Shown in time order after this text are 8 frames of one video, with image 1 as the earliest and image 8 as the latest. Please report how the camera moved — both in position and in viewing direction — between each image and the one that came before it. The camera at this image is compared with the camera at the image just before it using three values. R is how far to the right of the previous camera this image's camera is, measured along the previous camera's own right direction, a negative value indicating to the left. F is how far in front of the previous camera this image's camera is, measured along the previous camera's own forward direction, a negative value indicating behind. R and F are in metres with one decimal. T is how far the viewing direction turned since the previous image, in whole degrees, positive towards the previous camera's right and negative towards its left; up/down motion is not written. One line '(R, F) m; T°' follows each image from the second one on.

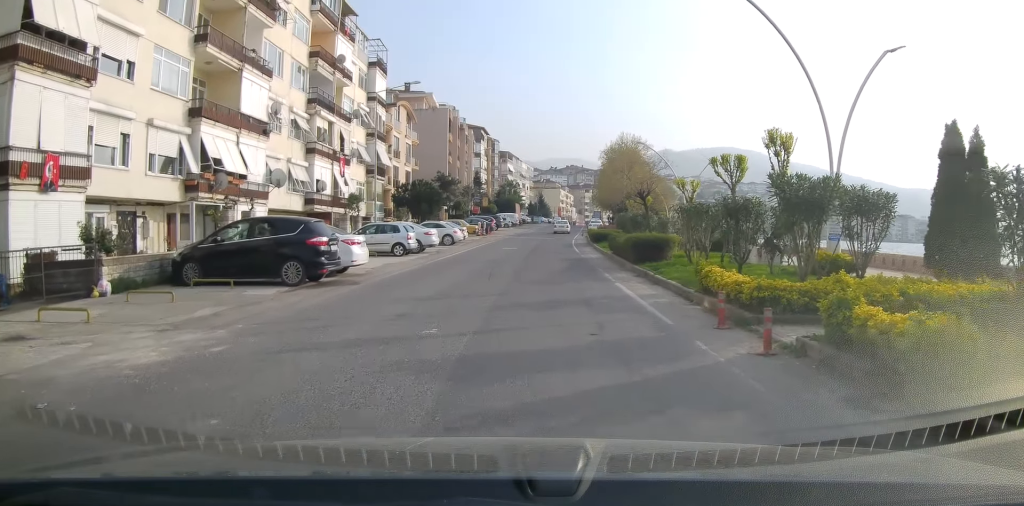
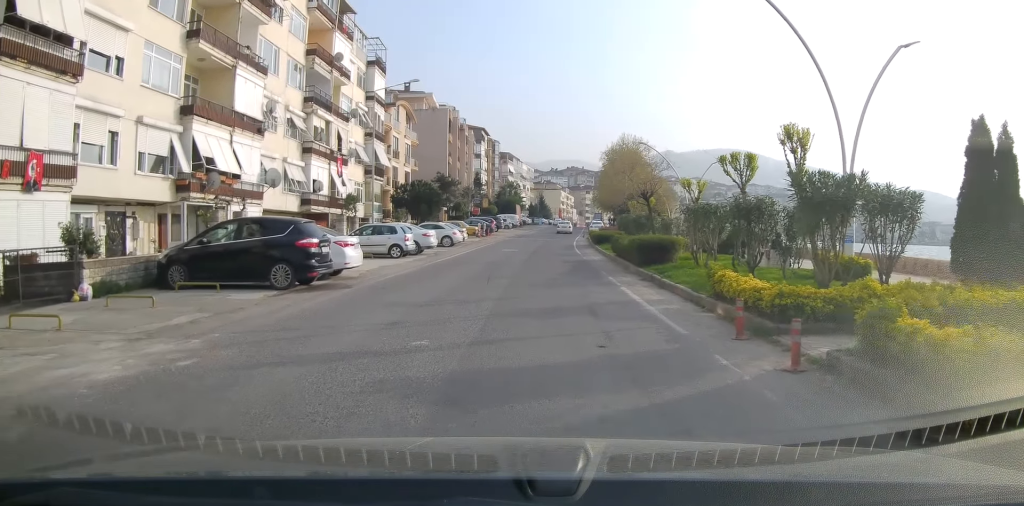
(0.0, +1.1) m; +1°
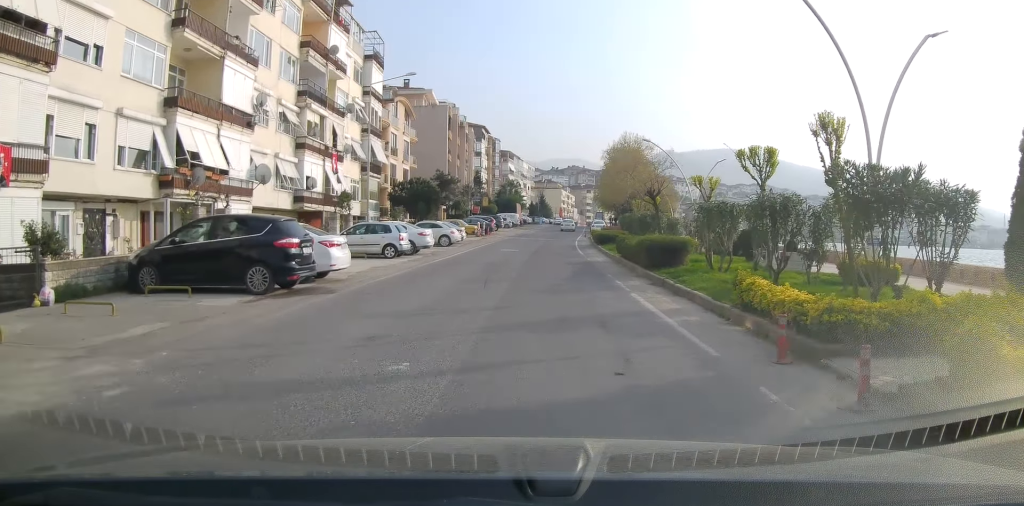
(0.0, +1.3) m; +1°
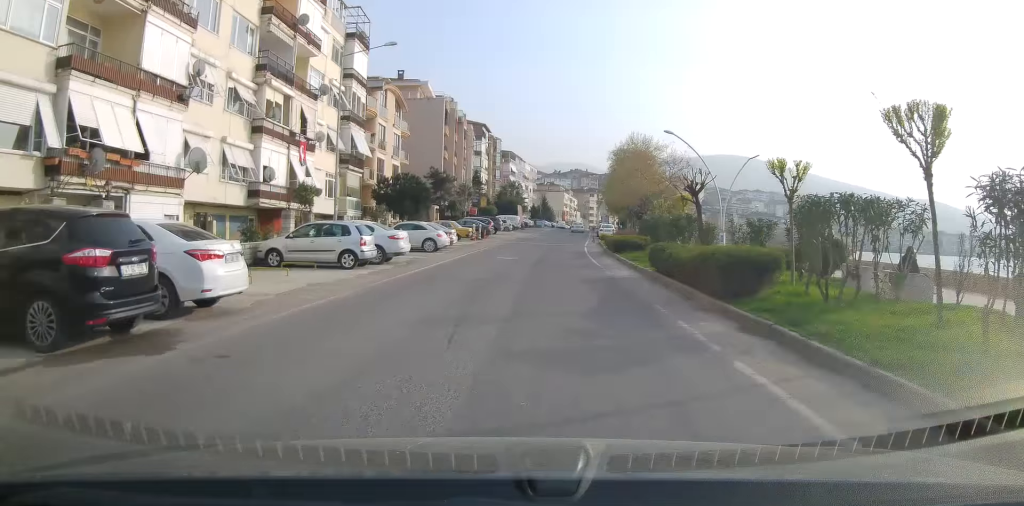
(+0.3, +5.0) m; +5°
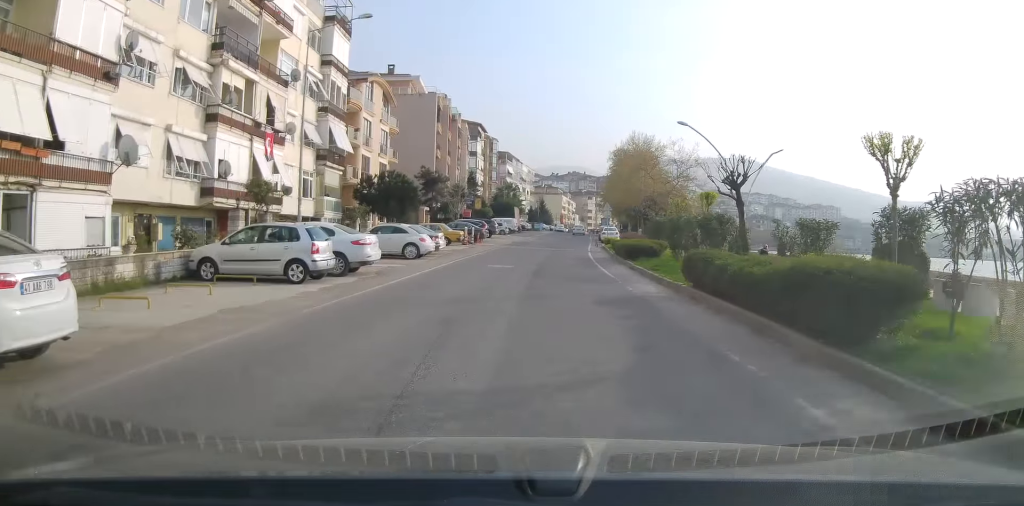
(0.0, +3.7) m; +1°
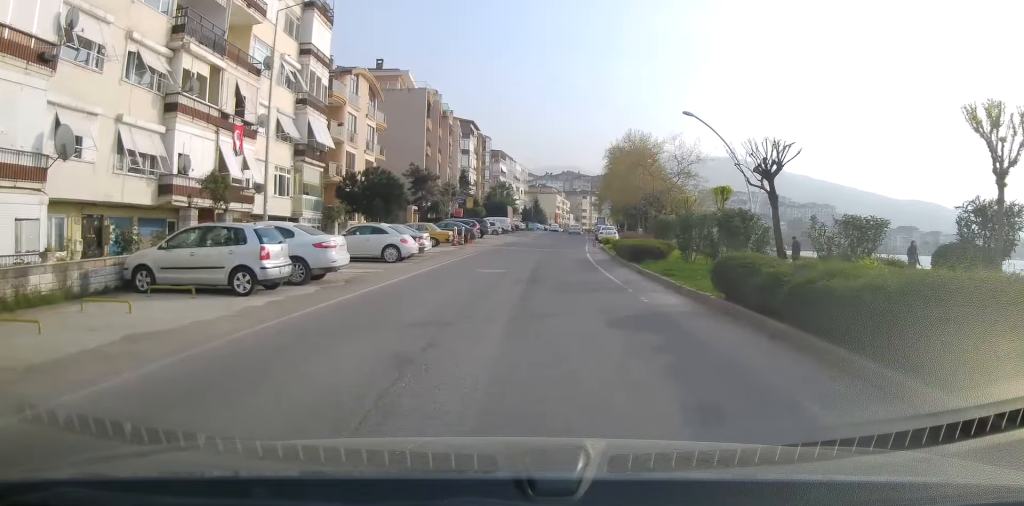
(0.0, +2.4) m; 0°
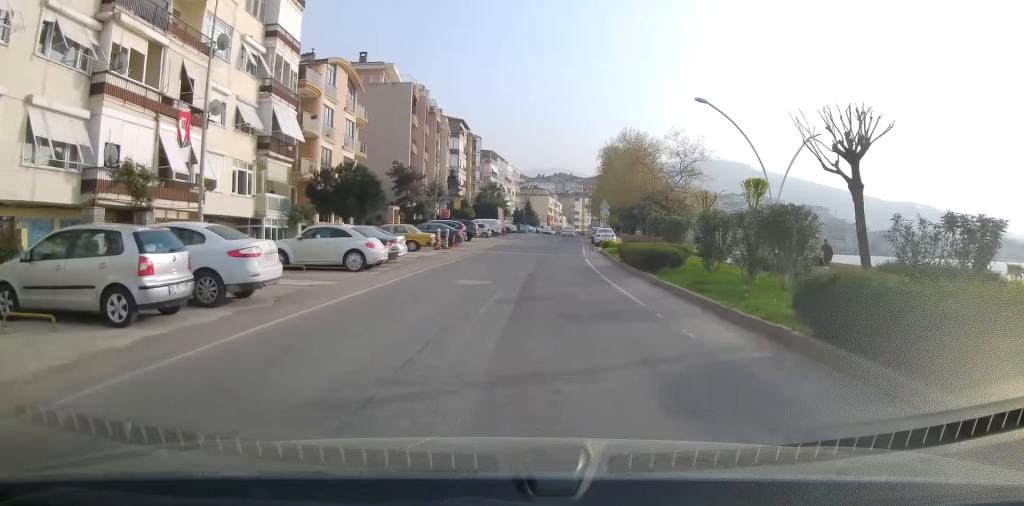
(+0.1, +3.6) m; +1°
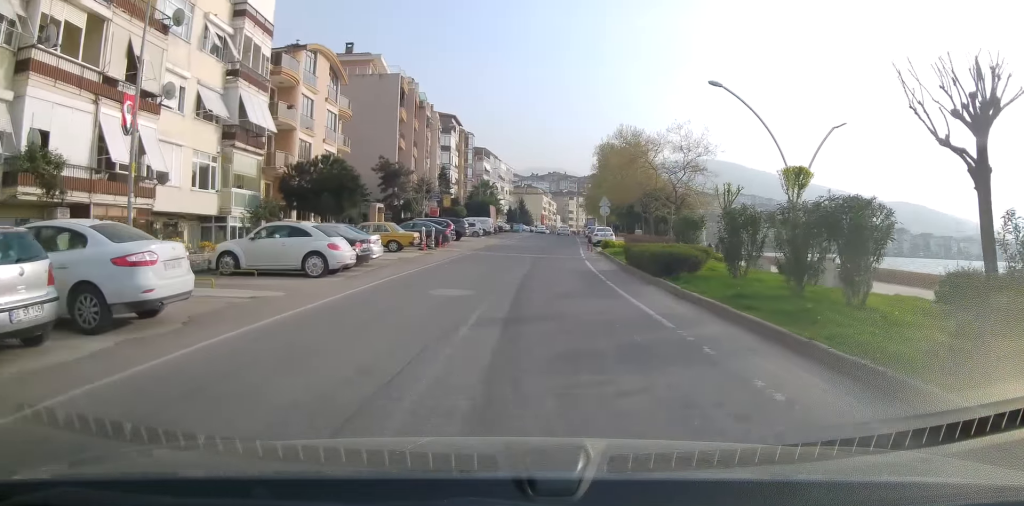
(0.0, +2.7) m; +1°
